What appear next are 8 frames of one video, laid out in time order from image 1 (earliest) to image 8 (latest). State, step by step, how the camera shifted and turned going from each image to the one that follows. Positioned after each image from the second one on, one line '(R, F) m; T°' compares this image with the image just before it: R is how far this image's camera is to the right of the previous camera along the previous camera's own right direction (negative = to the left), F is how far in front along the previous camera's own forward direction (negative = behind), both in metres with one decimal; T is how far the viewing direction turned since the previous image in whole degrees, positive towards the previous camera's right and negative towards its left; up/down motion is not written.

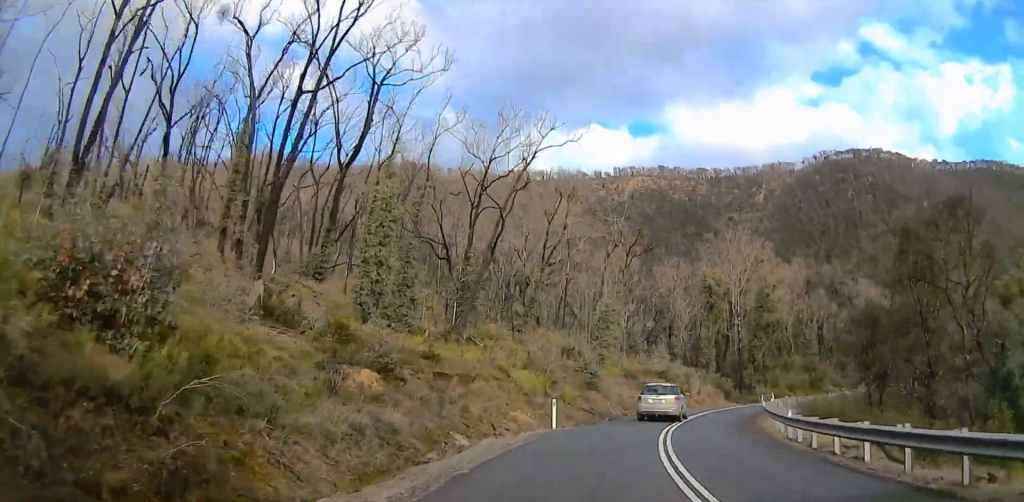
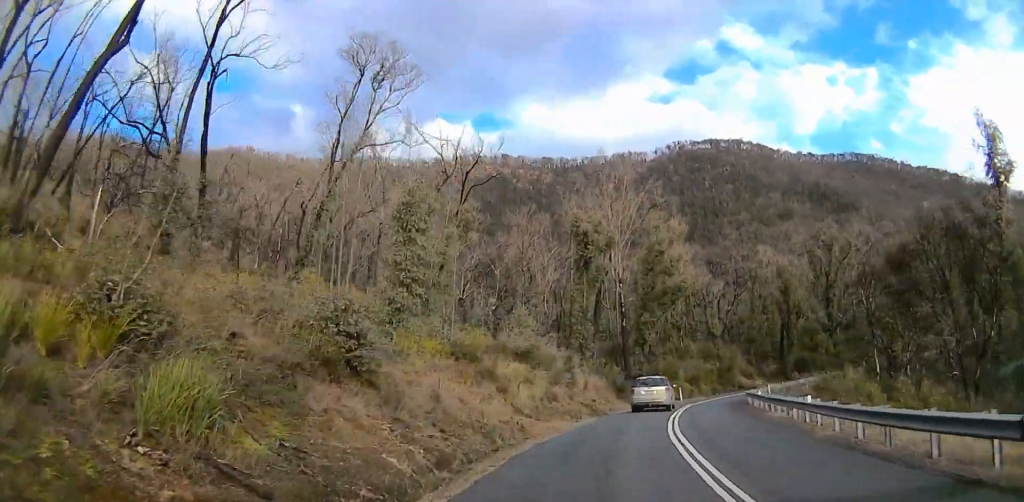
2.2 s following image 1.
(+8.3, +24.5) m; +22°
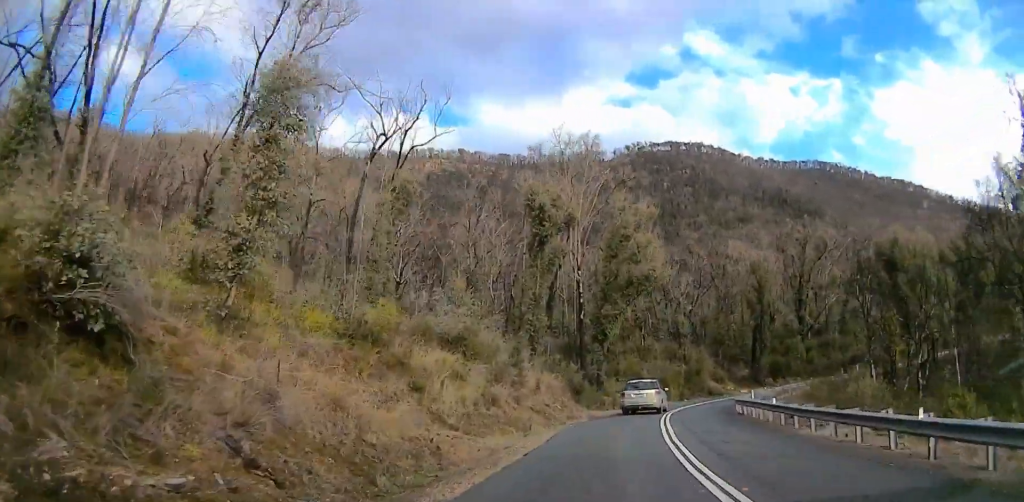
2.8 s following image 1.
(-1.0, +7.6) m; -3°
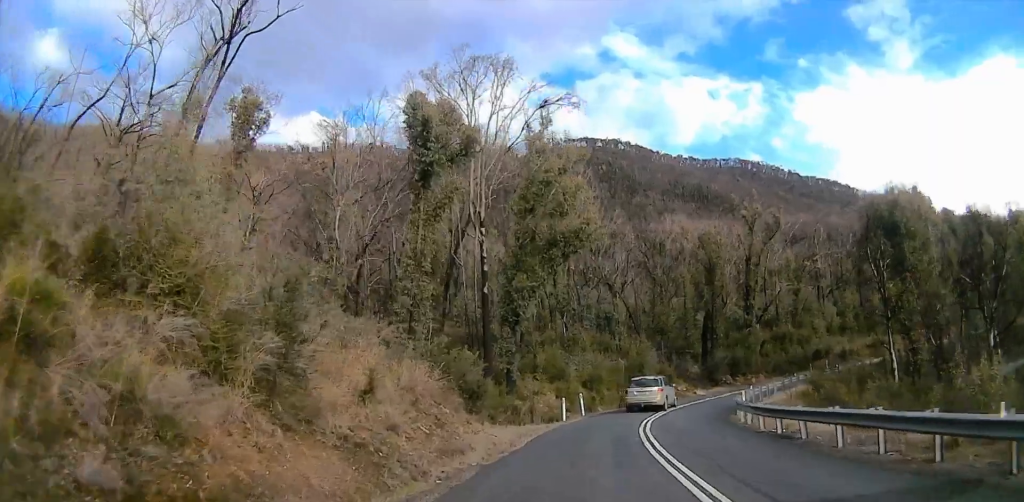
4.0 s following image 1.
(+1.9, +14.7) m; +11°
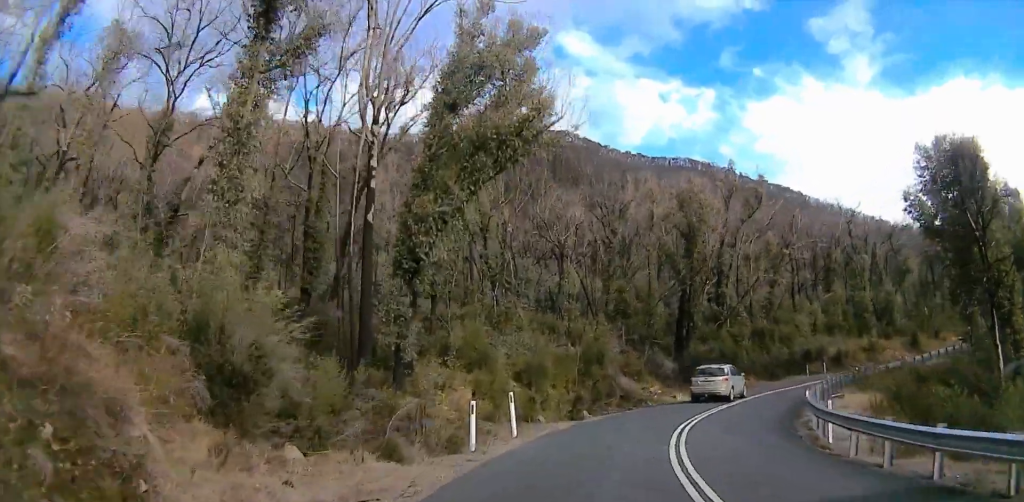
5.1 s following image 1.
(+0.9, +14.3) m; +6°
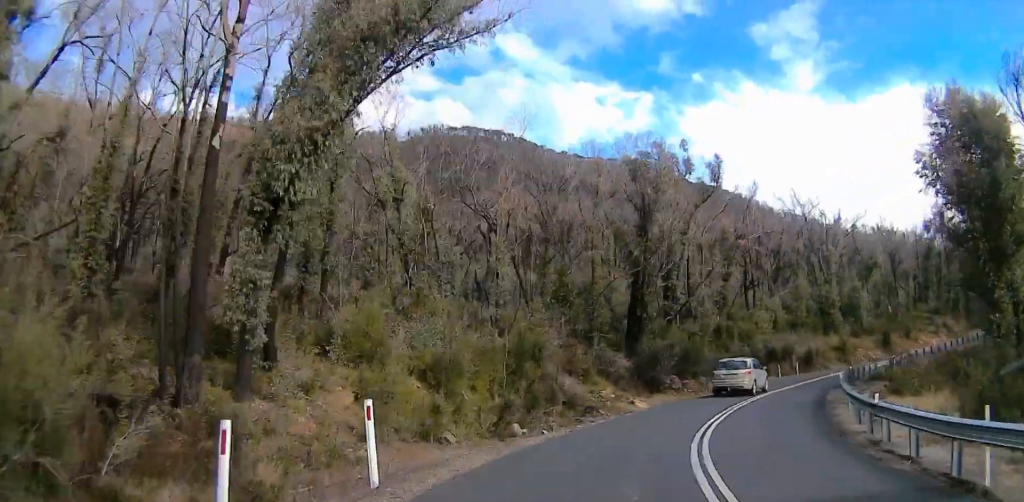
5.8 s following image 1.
(0.0, +8.4) m; +4°
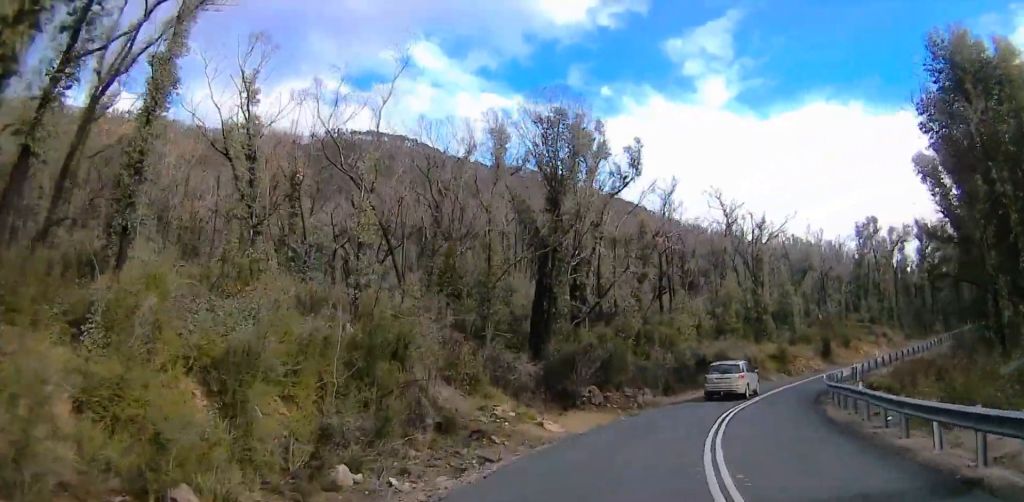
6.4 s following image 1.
(+0.4, +9.3) m; +7°
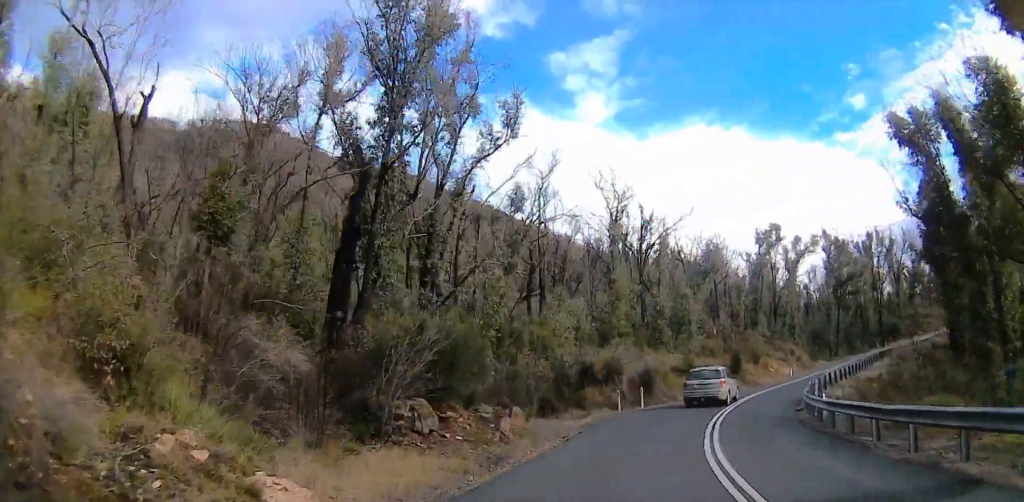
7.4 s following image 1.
(+1.2, +12.6) m; +16°
